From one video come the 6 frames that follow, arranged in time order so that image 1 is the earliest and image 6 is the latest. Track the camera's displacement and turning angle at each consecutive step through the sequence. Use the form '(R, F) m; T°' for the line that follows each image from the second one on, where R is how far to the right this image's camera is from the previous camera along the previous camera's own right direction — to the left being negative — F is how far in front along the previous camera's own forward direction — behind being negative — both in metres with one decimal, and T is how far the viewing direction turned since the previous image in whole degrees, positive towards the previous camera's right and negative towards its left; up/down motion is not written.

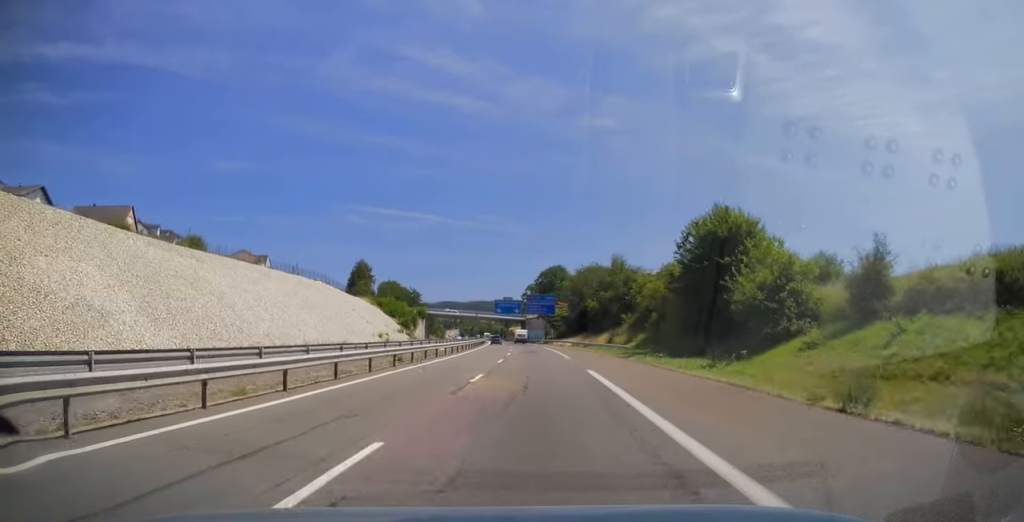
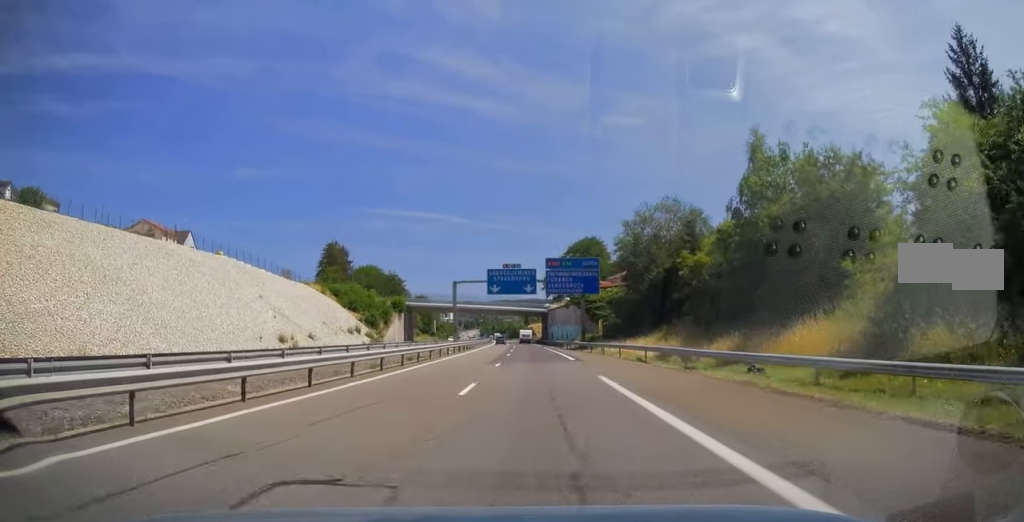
(-1.7, +54.6) m; -3°
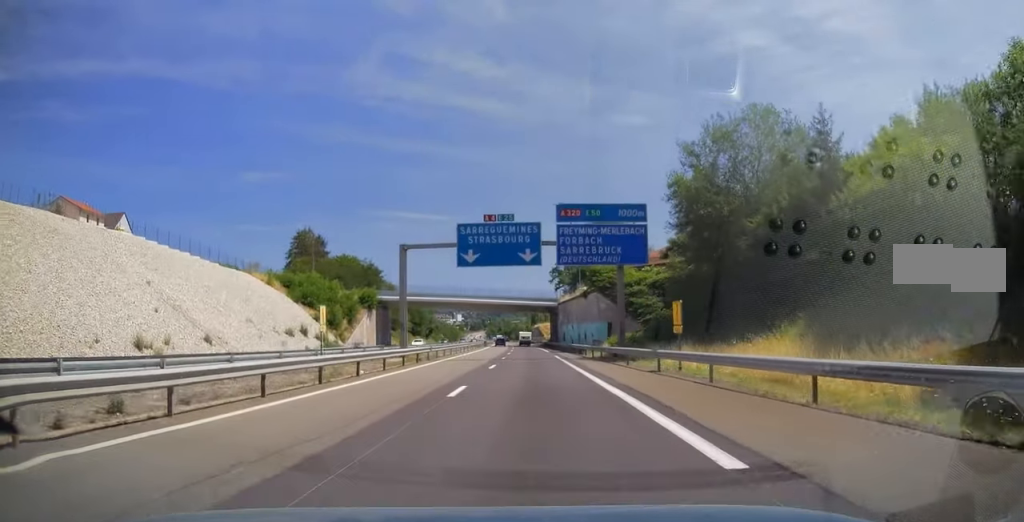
(0.0, +26.5) m; -1°
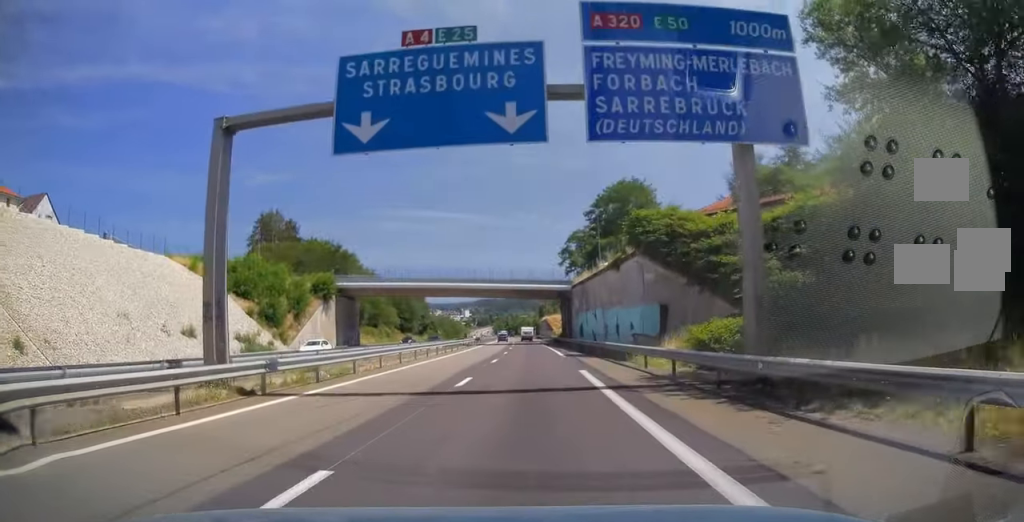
(-0.3, +23.4) m; -1°
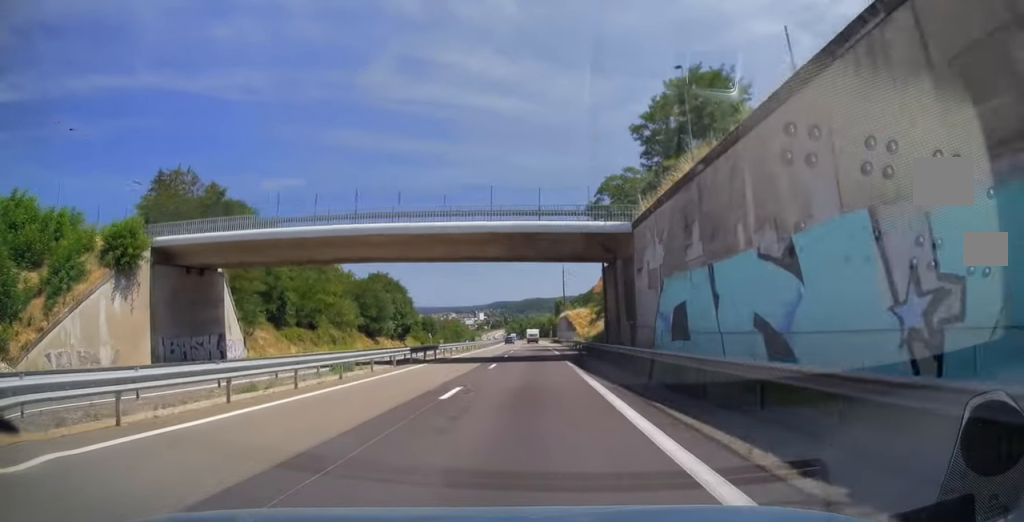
(-0.6, +41.7) m; -1°
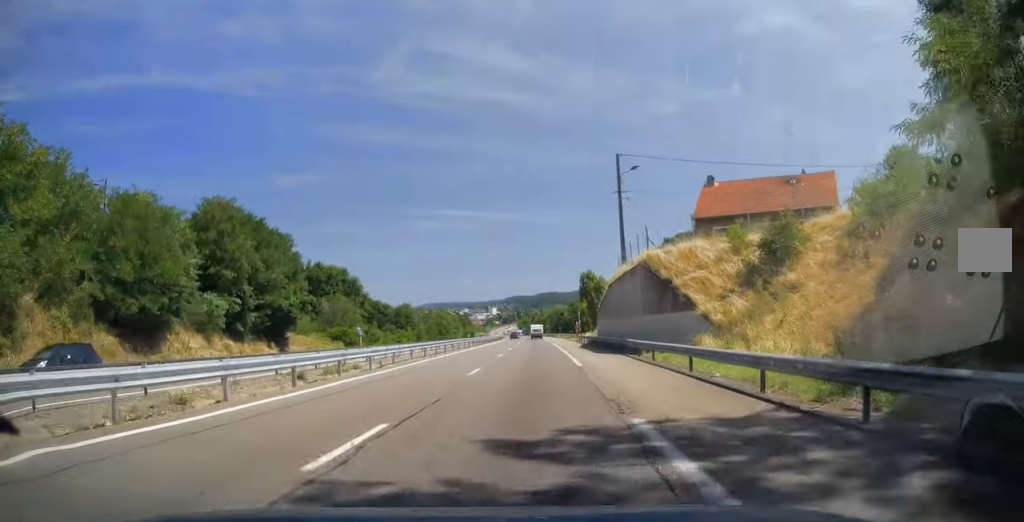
(-1.2, +71.9) m; -2°
